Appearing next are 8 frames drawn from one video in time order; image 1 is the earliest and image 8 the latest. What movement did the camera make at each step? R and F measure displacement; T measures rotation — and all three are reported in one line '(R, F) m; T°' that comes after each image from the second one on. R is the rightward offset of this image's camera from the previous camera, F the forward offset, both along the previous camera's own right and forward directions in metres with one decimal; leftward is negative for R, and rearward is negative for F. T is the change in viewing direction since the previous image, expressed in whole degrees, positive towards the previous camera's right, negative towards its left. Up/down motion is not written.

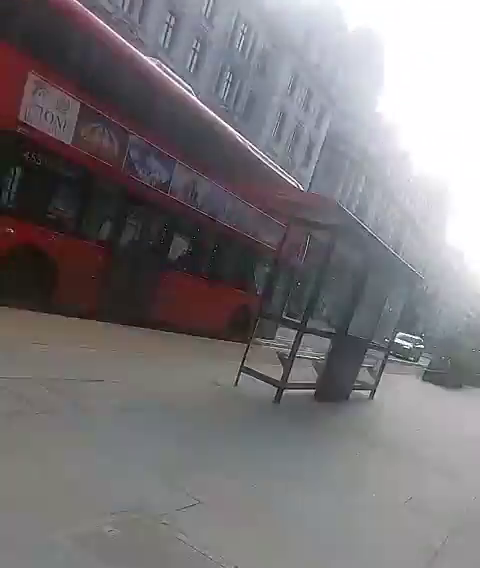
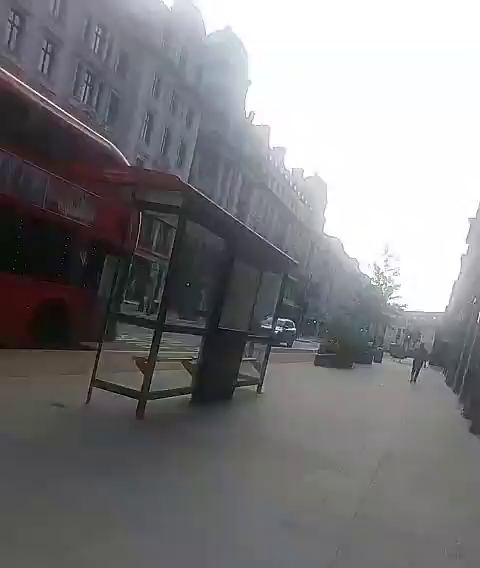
(0.0, +1.1) m; +2°
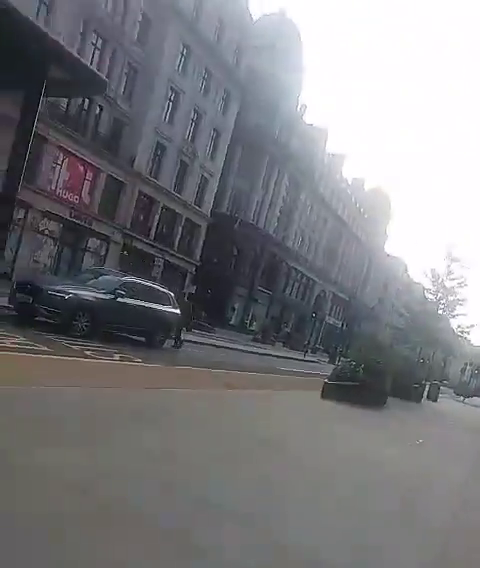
(+0.8, +7.4) m; +7°
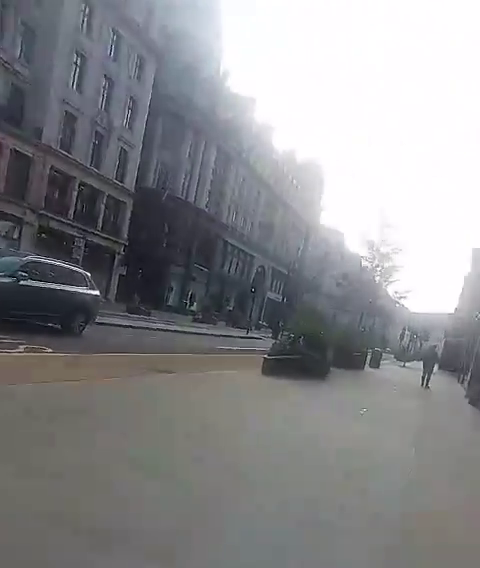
(0.0, +1.0) m; 0°
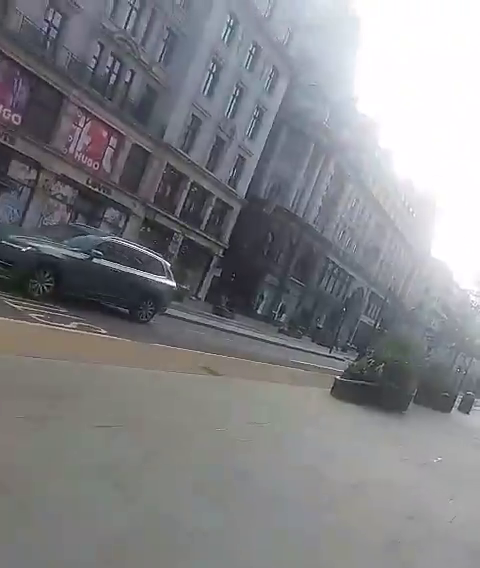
(0.0, +1.1) m; 0°
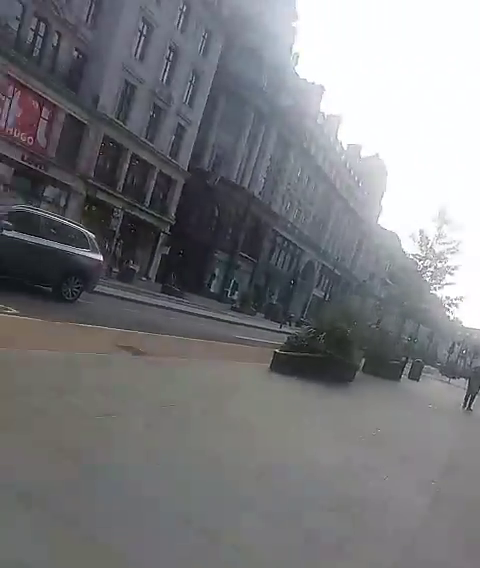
(0.0, +1.2) m; 0°
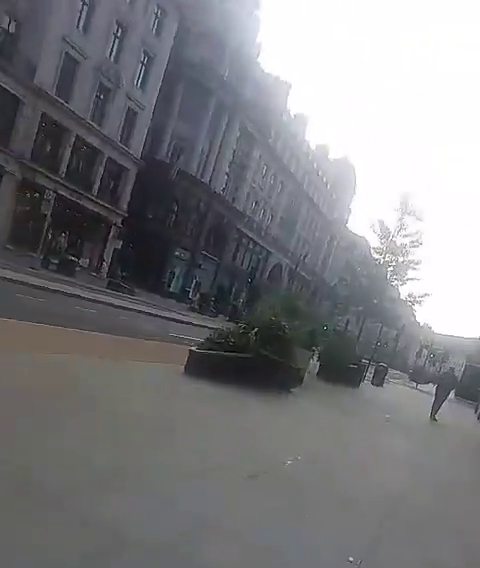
(0.0, +2.7) m; -1°
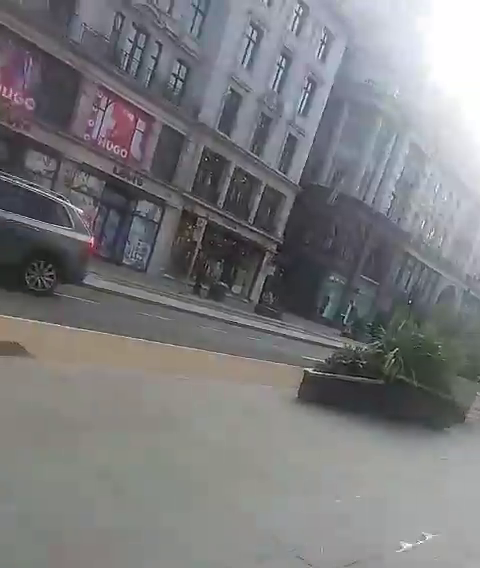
(0.0, +2.0) m; -1°
